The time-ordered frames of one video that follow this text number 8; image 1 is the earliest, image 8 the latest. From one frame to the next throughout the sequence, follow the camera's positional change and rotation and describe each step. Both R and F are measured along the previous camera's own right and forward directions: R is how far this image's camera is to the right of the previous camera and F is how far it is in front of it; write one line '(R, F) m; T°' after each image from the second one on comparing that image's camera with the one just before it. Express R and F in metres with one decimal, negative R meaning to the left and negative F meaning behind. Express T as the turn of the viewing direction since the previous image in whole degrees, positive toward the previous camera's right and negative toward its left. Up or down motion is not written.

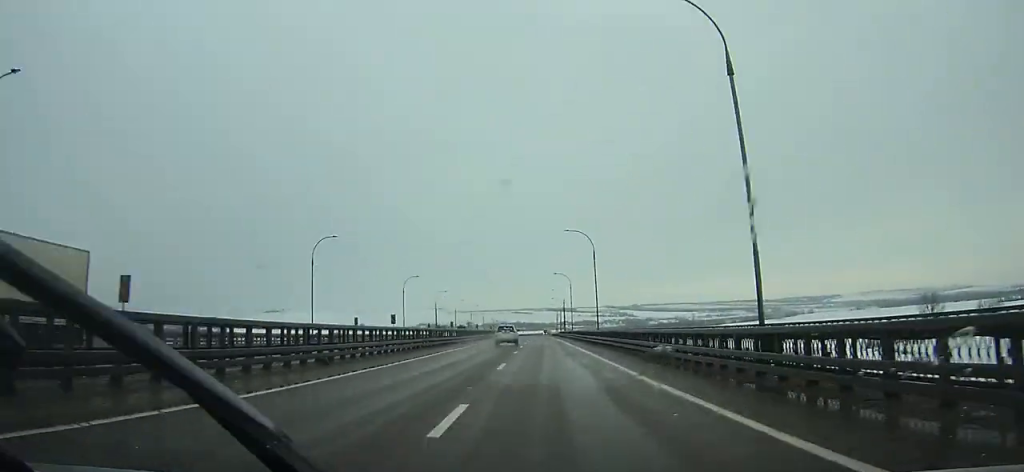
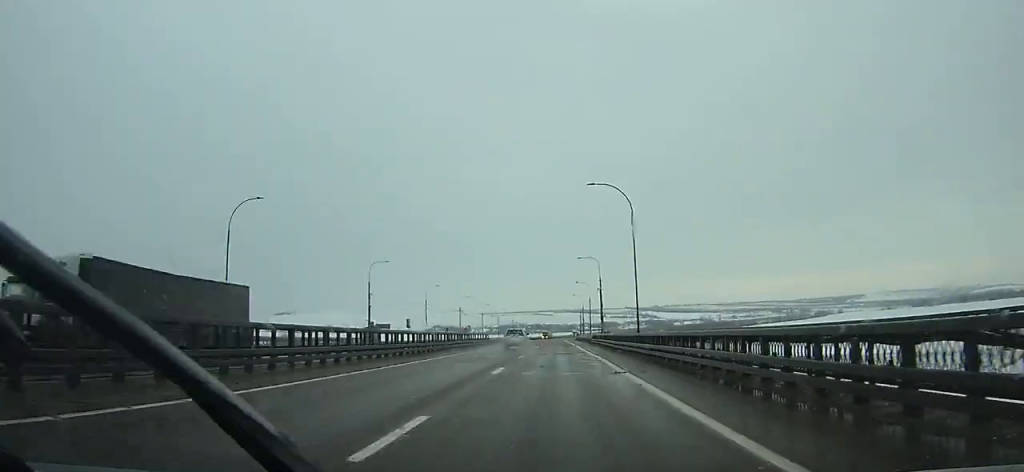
(-0.3, +62.6) m; 0°
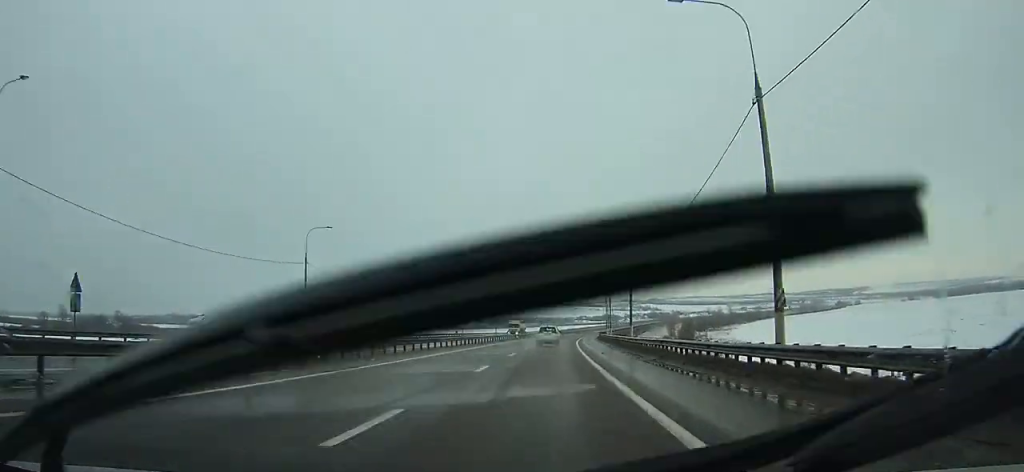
(-0.5, +126.4) m; +1°
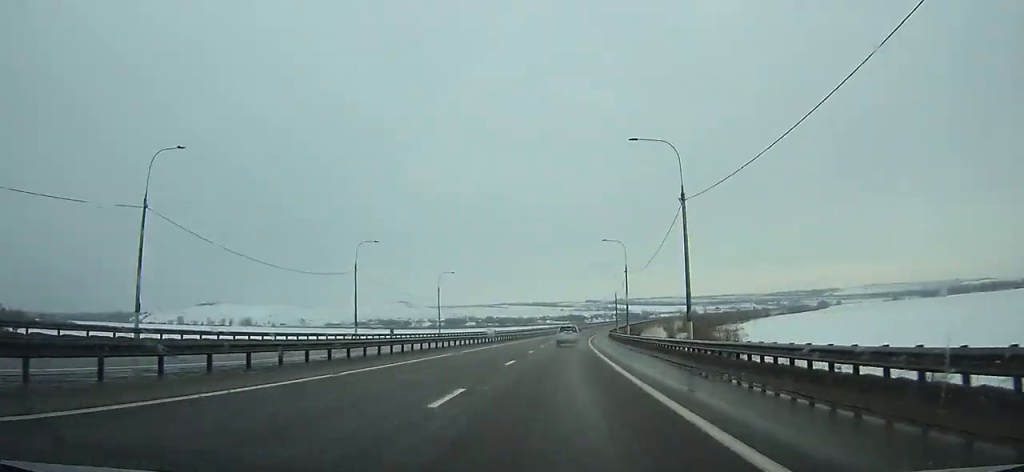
(+2.4, +92.3) m; +4°
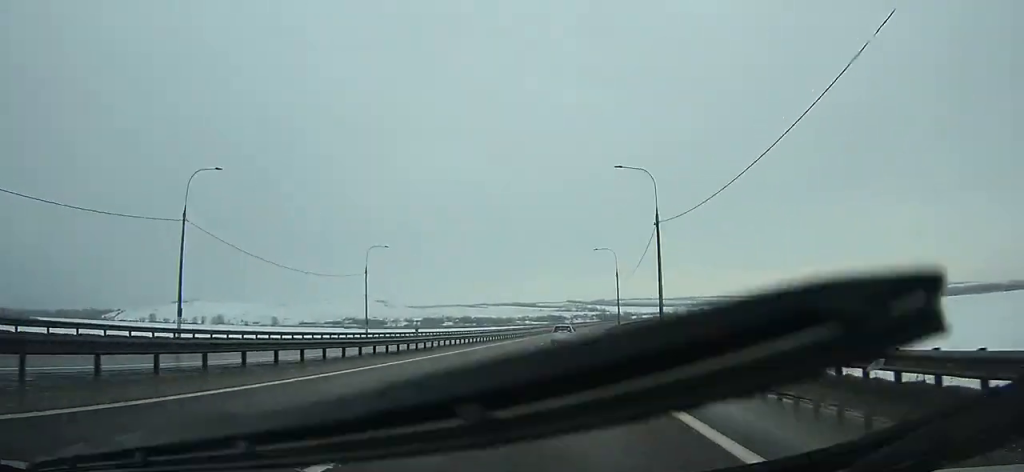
(+0.1, +29.0) m; +1°
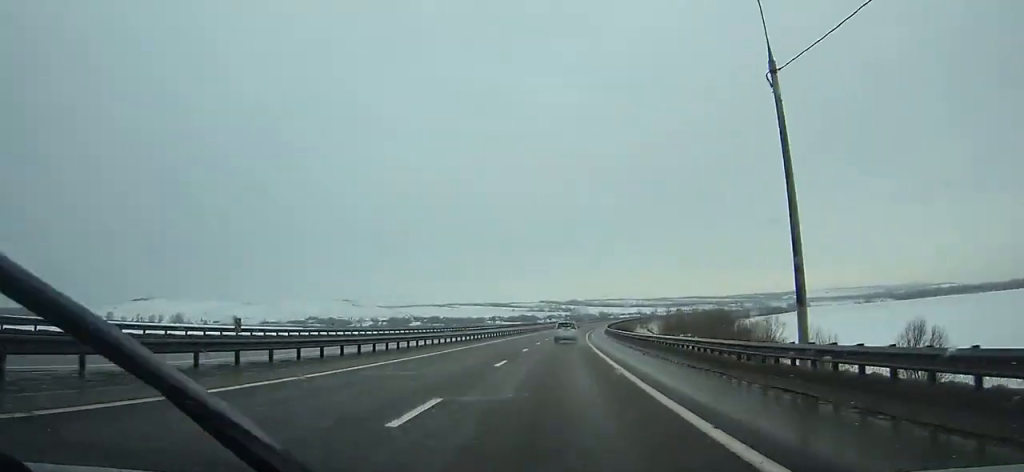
(+1.5, +54.5) m; +3°
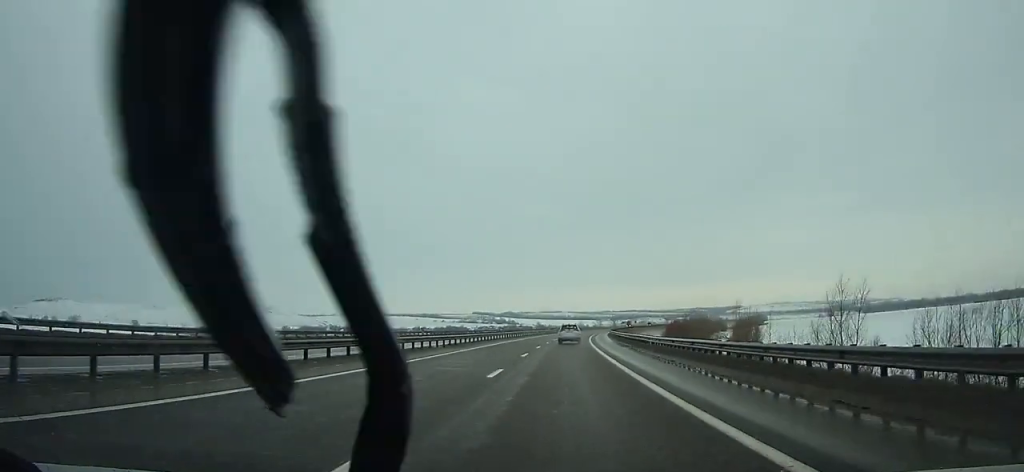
(+6.7, +122.3) m; +7°
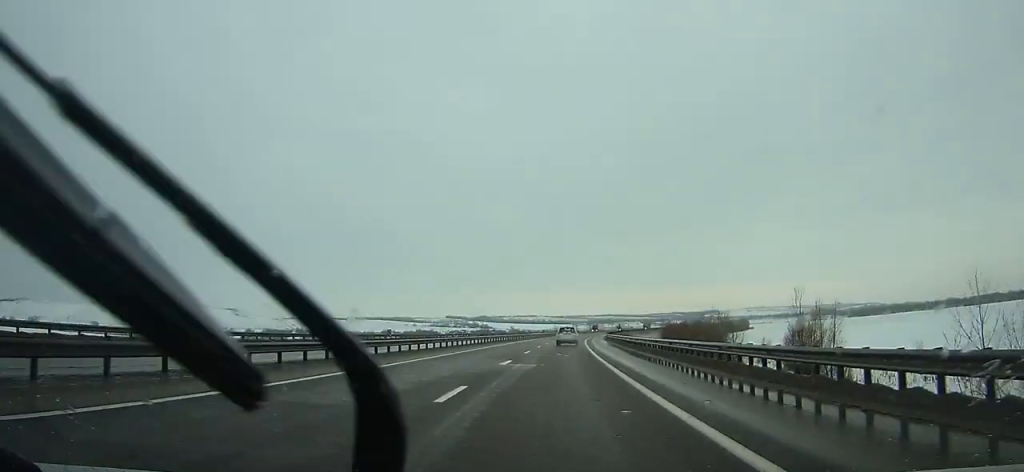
(+0.4, +41.2) m; +2°
